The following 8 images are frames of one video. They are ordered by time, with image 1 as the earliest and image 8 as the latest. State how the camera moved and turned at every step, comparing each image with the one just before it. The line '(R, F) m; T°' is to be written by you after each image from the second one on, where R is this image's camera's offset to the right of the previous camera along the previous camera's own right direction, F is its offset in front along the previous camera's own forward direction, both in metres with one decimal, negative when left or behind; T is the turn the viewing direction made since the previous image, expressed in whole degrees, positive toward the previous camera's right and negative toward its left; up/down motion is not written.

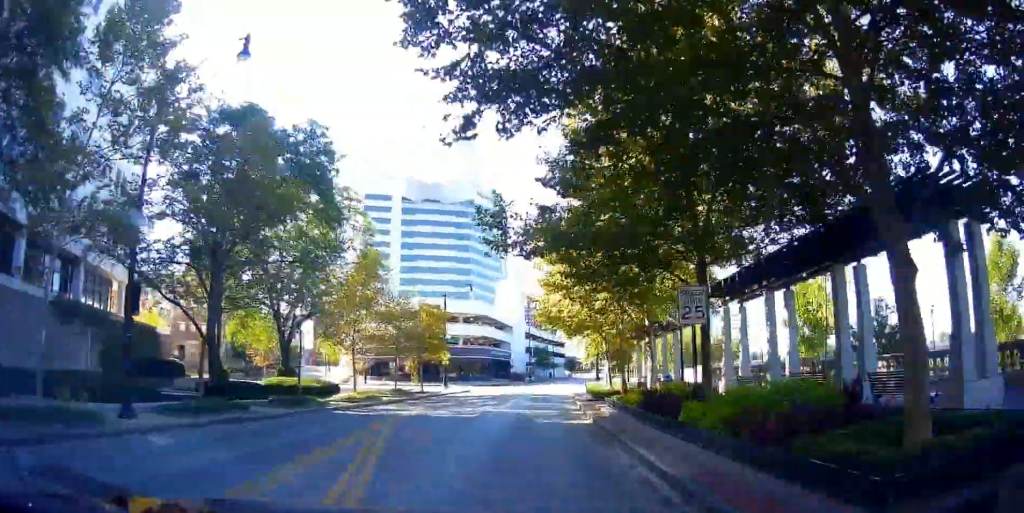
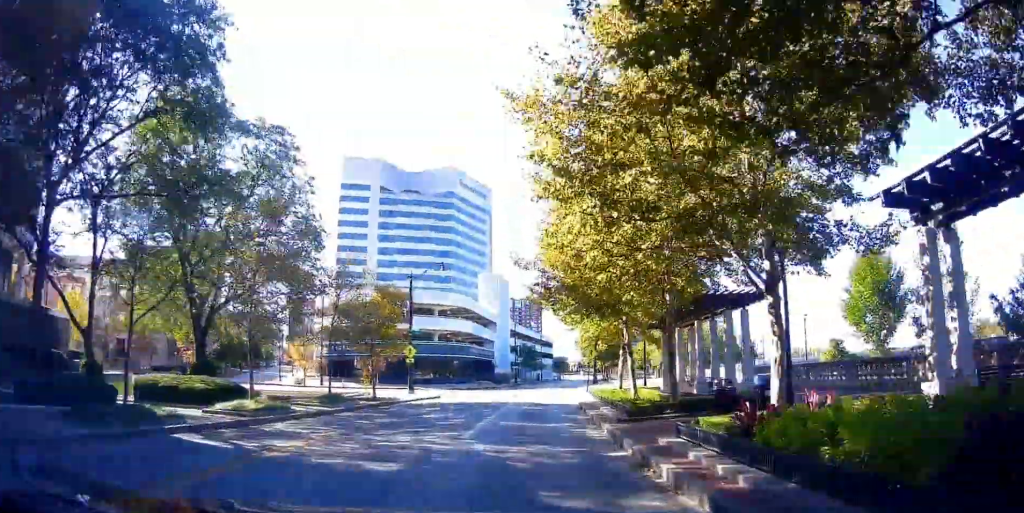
(-0.3, +11.1) m; -2°
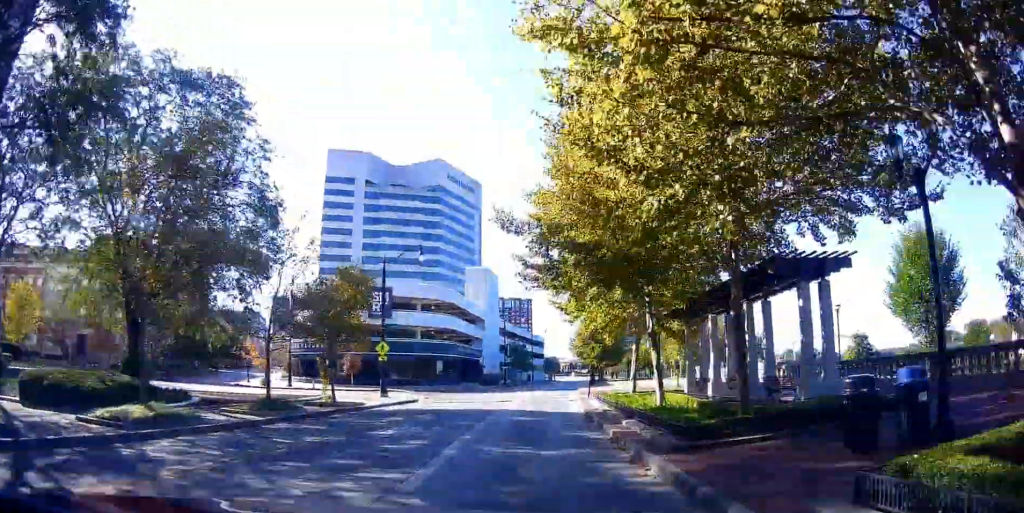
(0.0, +6.2) m; 0°
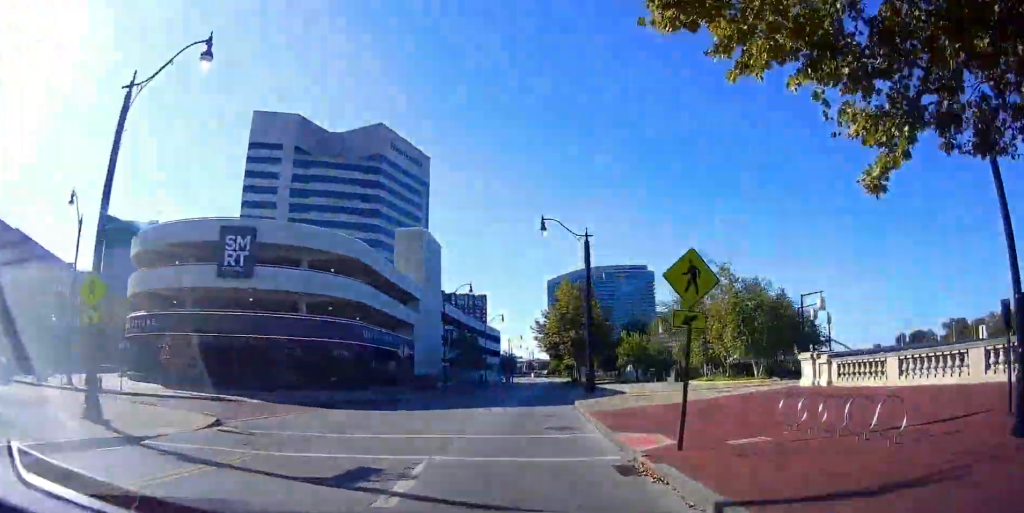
(+2.1, +24.9) m; +9°
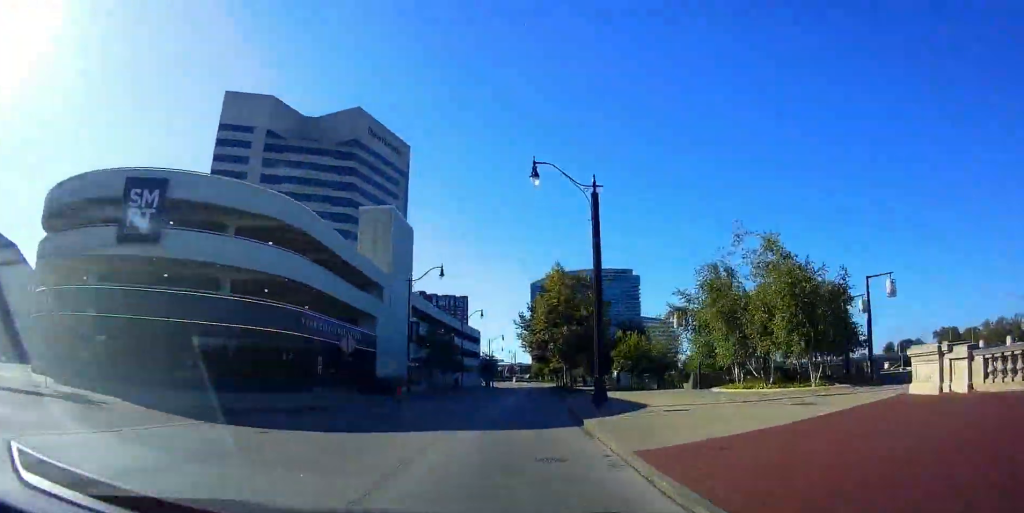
(-0.3, +9.5) m; -1°
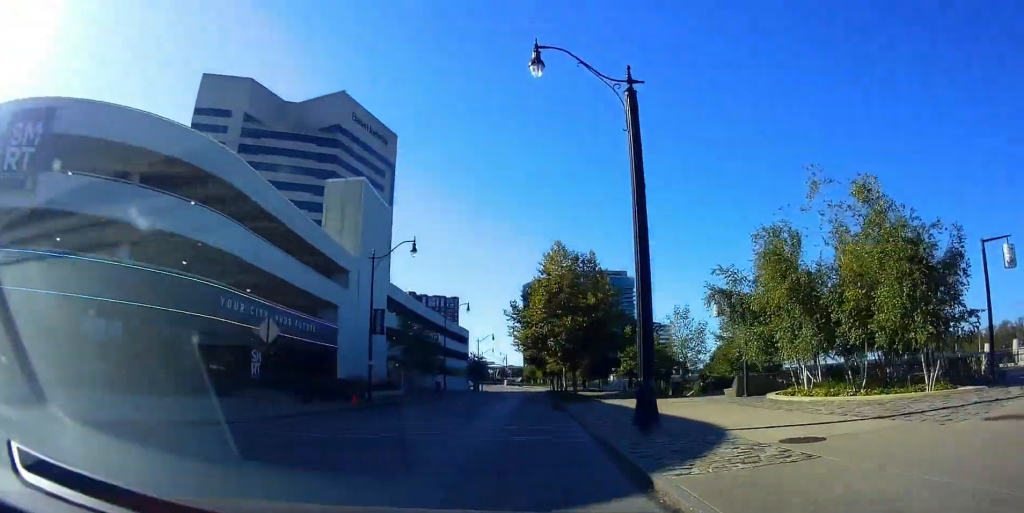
(0.0, +9.0) m; 0°
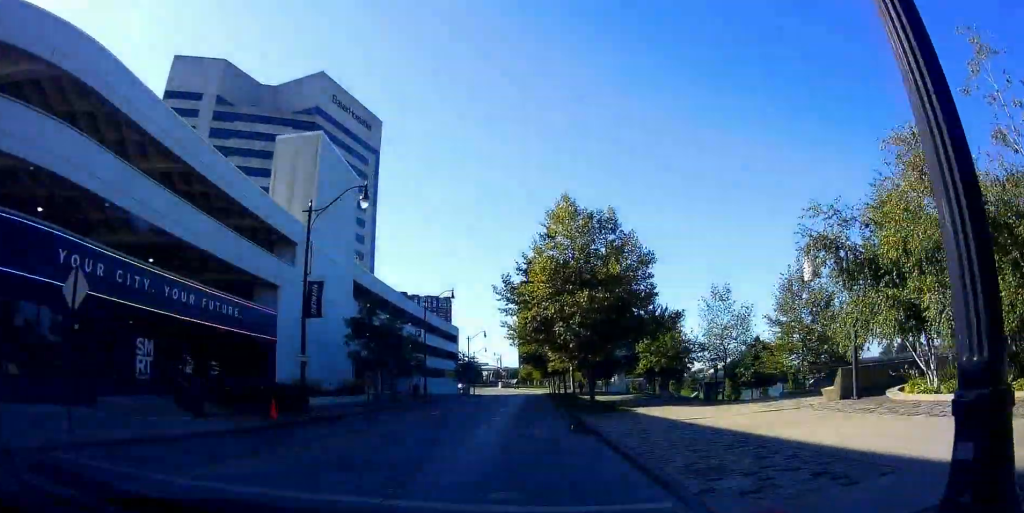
(0.0, +10.7) m; +1°
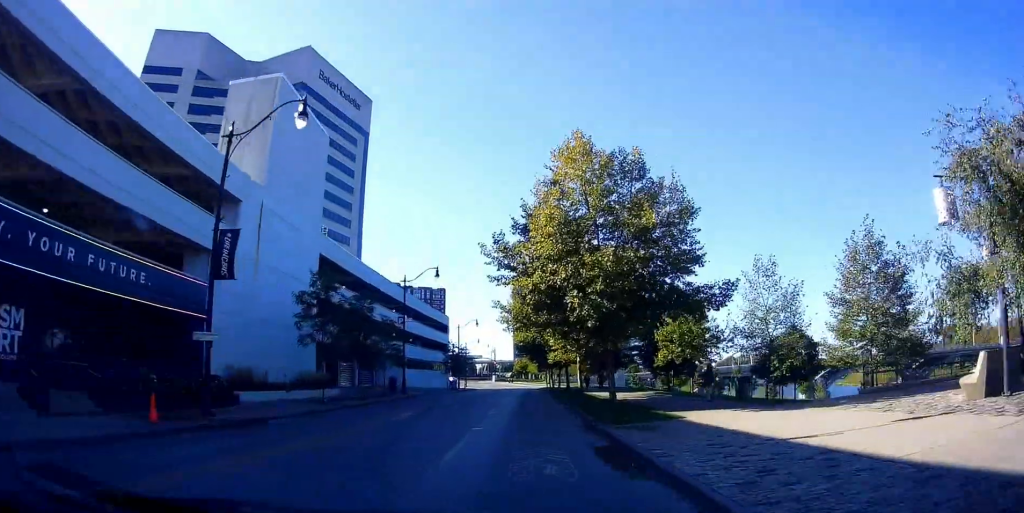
(+0.1, +7.7) m; +1°
